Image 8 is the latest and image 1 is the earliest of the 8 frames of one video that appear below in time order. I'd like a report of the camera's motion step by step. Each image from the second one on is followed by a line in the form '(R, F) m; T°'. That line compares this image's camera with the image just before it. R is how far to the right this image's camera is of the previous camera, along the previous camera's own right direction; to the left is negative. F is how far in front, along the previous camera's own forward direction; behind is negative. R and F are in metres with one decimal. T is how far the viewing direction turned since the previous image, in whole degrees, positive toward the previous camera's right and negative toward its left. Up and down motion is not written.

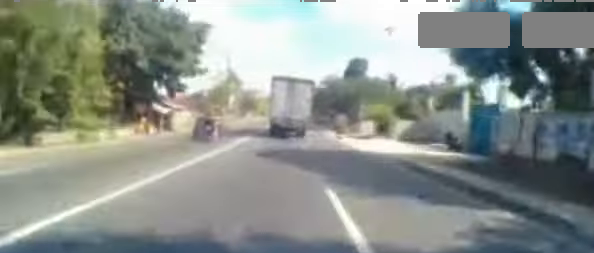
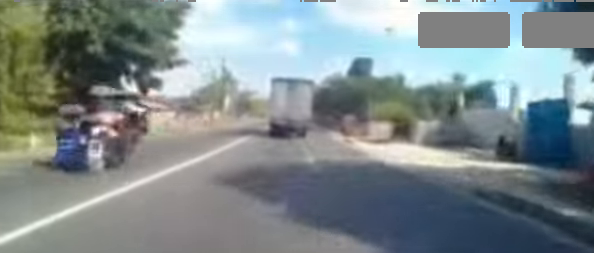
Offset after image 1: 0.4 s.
(0.0, +4.5) m; 0°
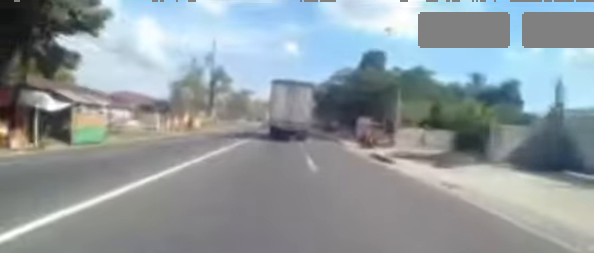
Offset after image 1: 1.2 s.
(0.0, +8.0) m; 0°
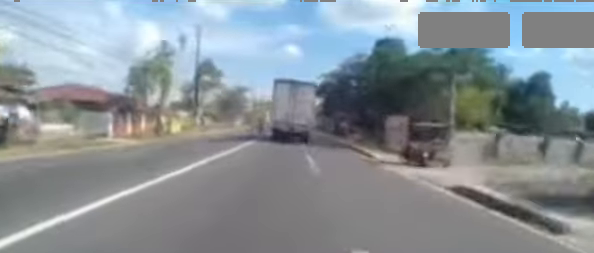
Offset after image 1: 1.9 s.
(-0.1, +7.9) m; 0°
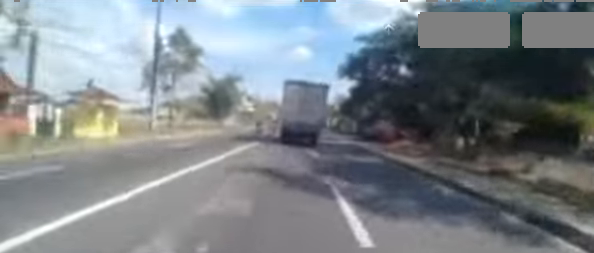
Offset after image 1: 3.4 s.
(+0.4, +15.1) m; +4°
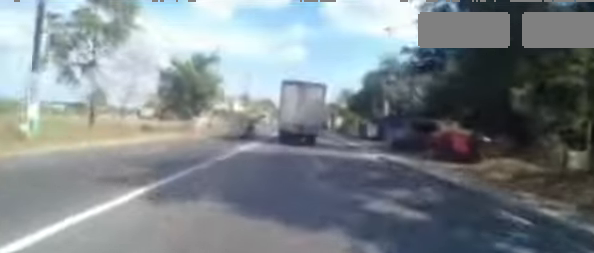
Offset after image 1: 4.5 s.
(+0.4, +11.9) m; 0°
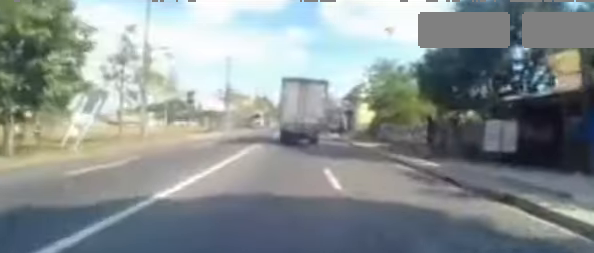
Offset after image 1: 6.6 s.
(-0.4, +20.5) m; +1°
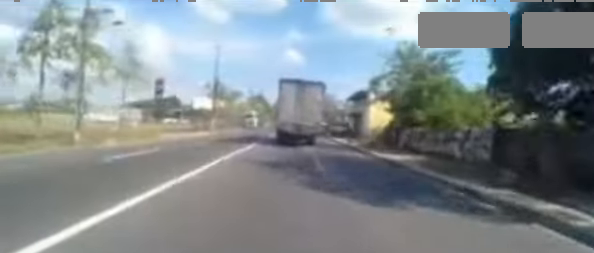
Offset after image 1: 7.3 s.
(+0.1, +7.1) m; 0°
